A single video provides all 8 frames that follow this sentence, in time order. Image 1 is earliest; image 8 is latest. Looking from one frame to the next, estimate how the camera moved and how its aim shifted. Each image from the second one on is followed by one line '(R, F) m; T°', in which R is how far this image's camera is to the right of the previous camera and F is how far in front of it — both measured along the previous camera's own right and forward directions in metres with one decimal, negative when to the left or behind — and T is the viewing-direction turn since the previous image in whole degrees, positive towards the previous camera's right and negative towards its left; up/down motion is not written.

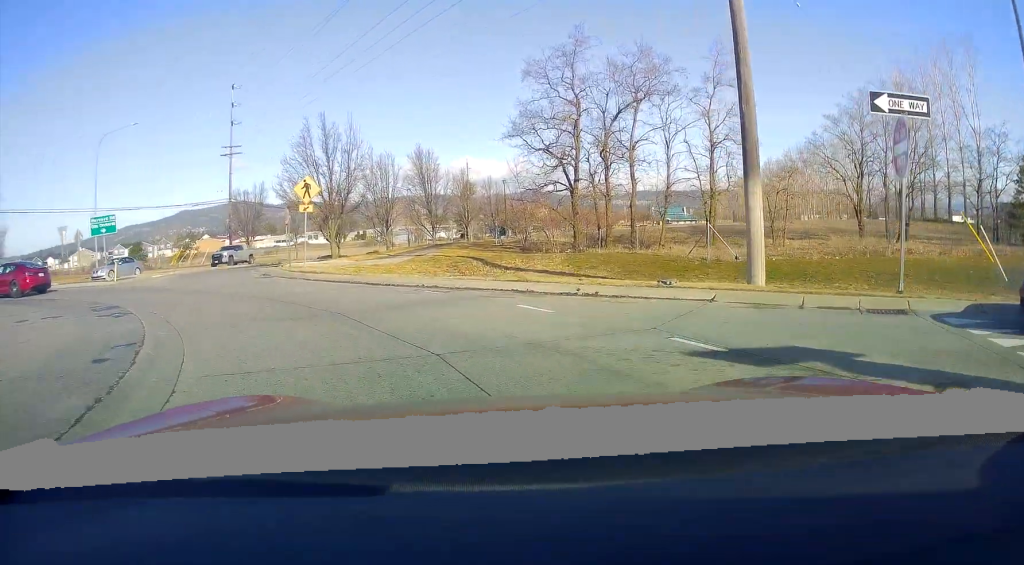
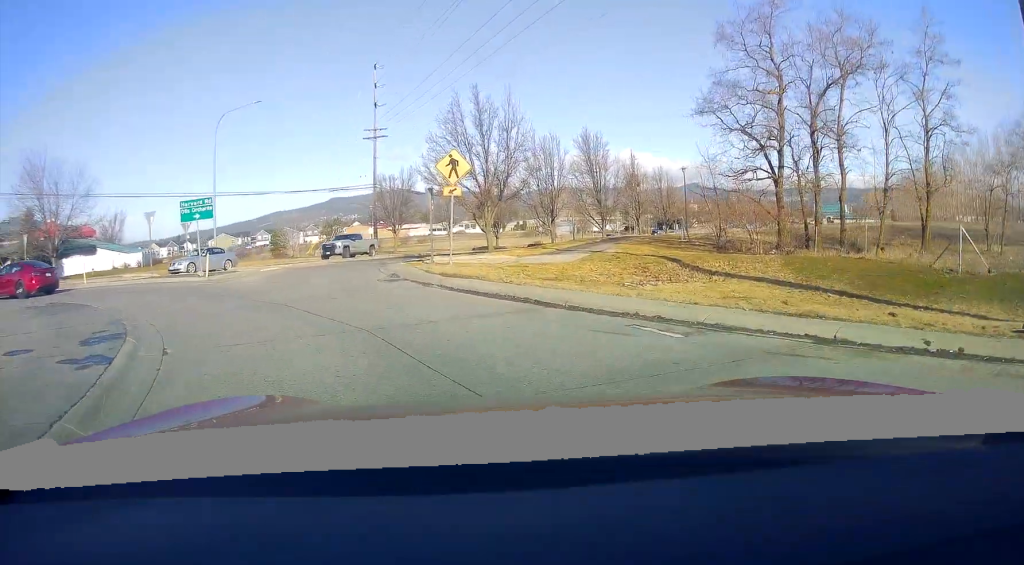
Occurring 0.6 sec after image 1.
(-0.2, +5.4) m; -11°
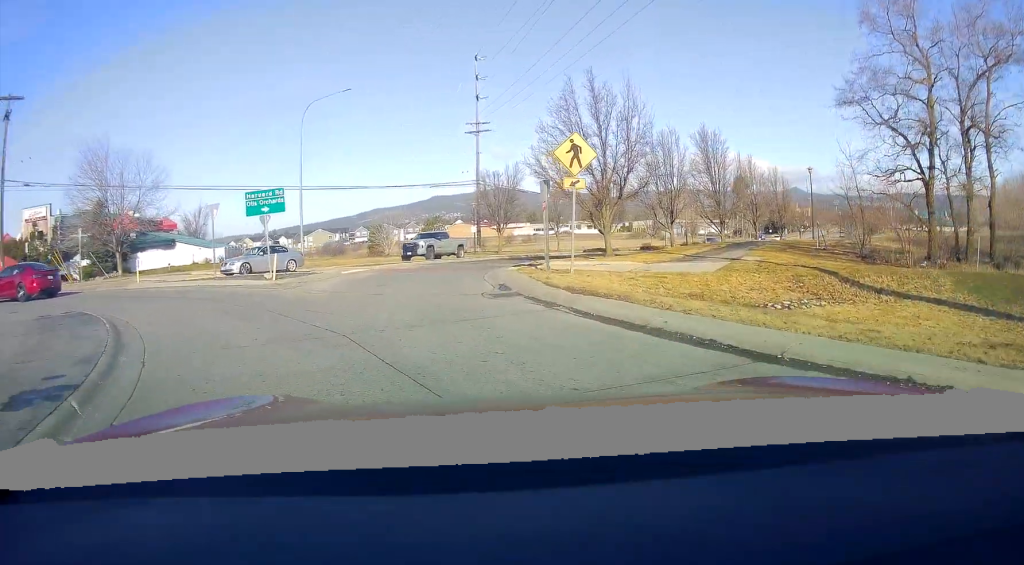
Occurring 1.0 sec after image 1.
(-0.8, +3.9) m; -5°
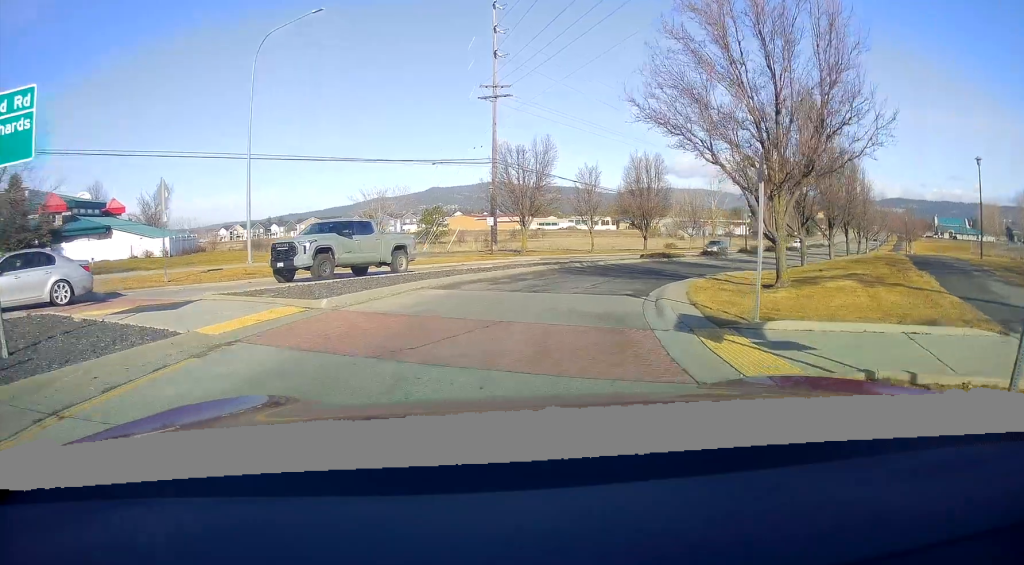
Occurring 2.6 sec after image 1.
(-1.5, +15.9) m; -3°
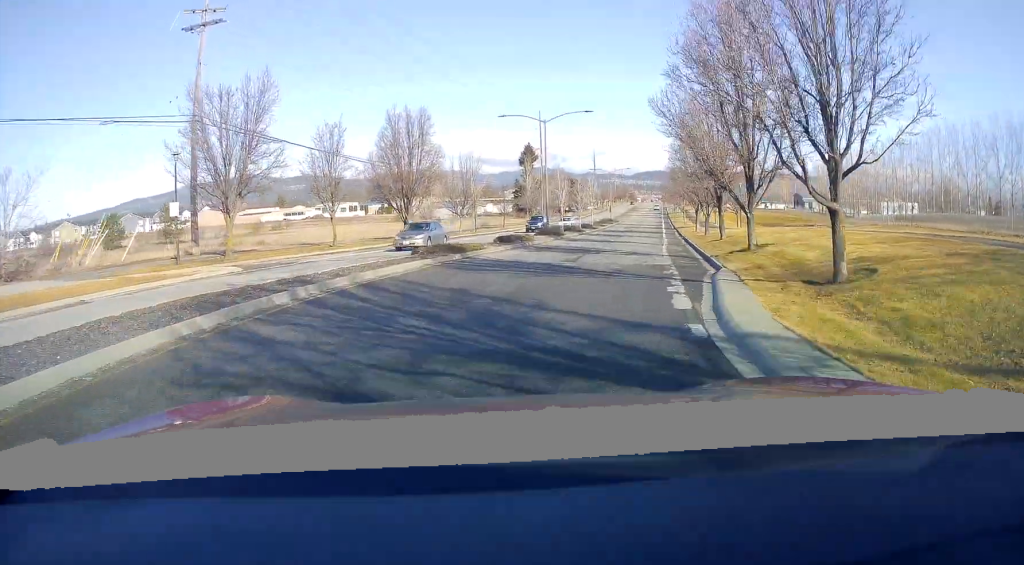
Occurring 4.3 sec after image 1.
(+1.8, +18.7) m; +15°
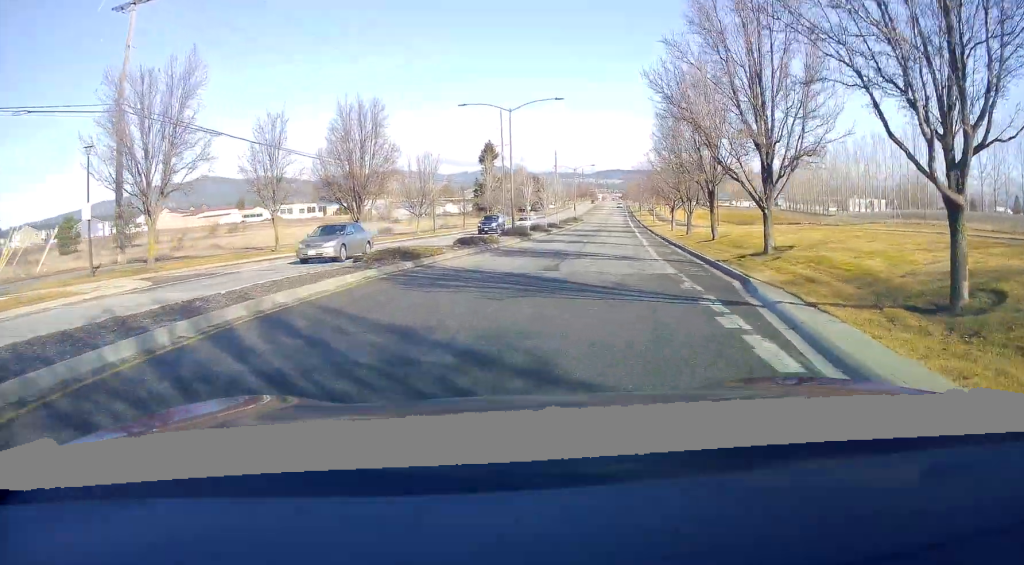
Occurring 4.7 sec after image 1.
(+0.2, +4.8) m; +4°
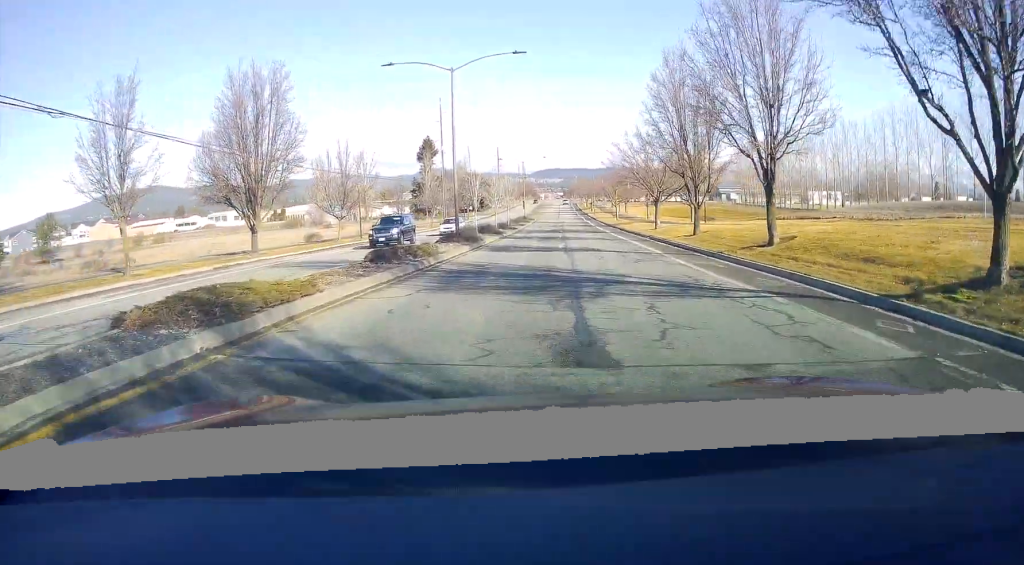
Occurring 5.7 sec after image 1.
(+1.2, +12.0) m; +7°
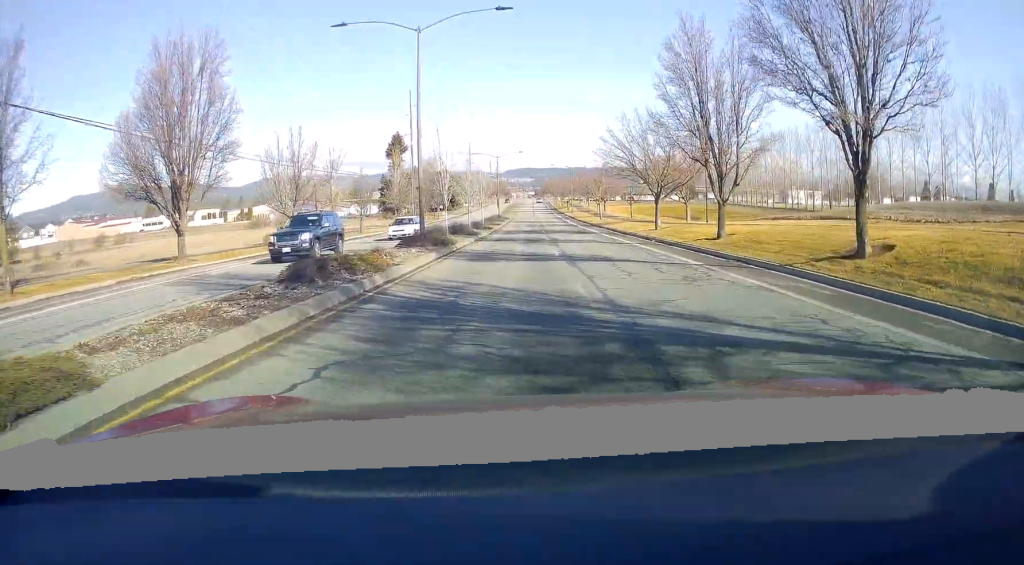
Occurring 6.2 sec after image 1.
(+0.2, +6.8) m; +1°
